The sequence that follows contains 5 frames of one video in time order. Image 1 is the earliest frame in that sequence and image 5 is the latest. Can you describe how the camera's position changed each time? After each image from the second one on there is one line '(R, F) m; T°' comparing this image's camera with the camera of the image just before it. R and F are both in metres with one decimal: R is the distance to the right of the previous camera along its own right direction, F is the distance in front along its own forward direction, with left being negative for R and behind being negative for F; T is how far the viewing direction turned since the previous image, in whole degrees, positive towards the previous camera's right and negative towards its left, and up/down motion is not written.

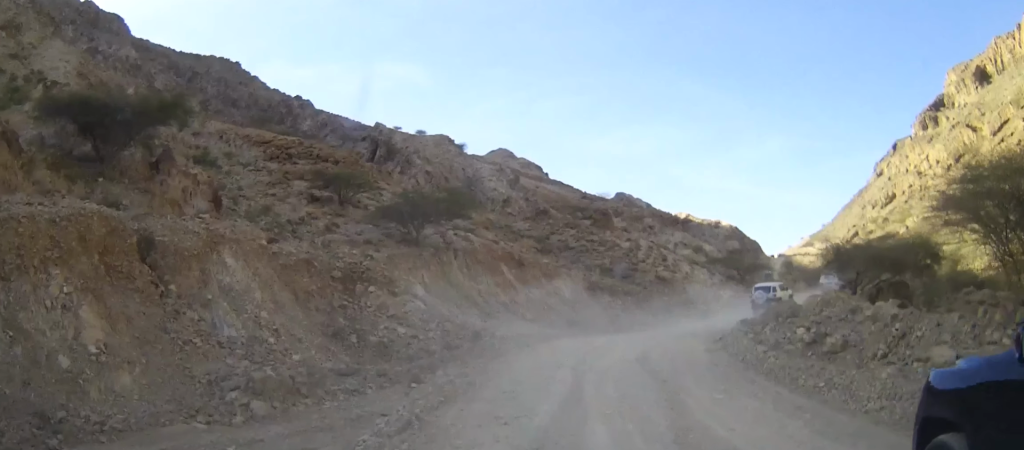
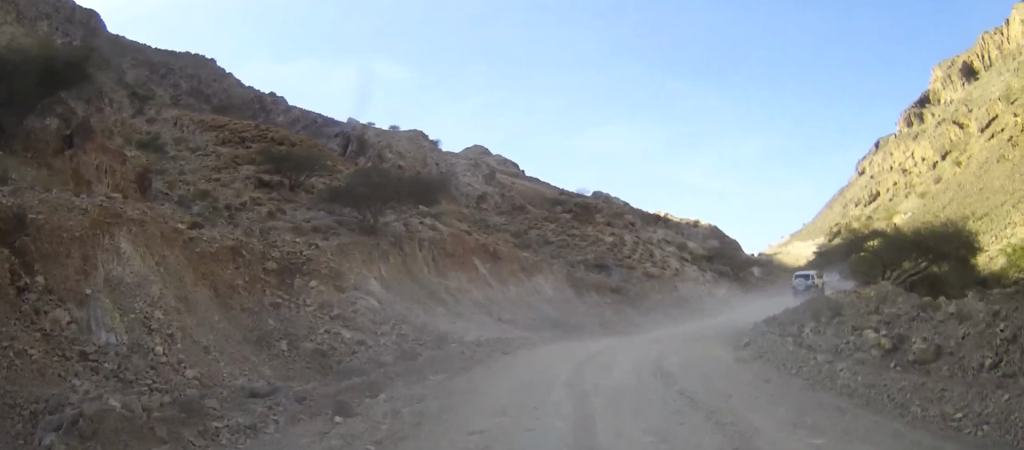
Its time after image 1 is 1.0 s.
(+0.1, +4.6) m; +2°
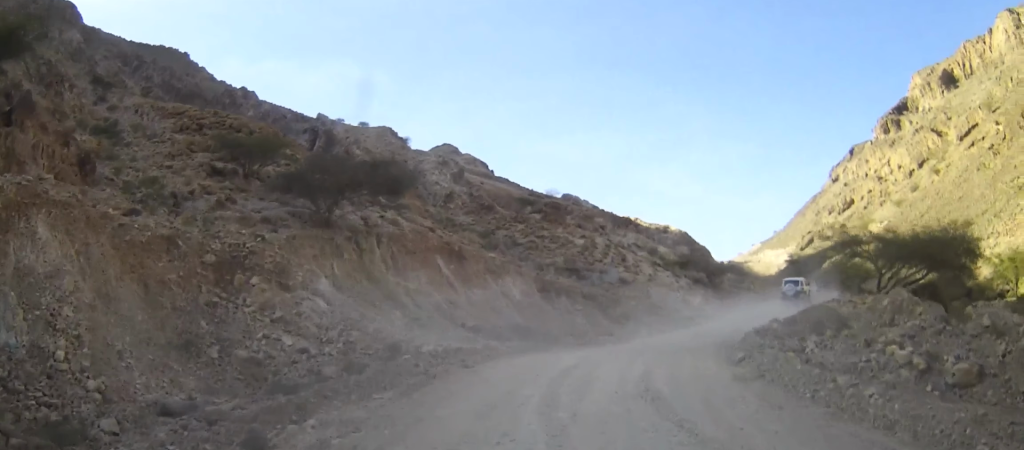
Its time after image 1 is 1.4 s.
(0.0, +2.2) m; +2°
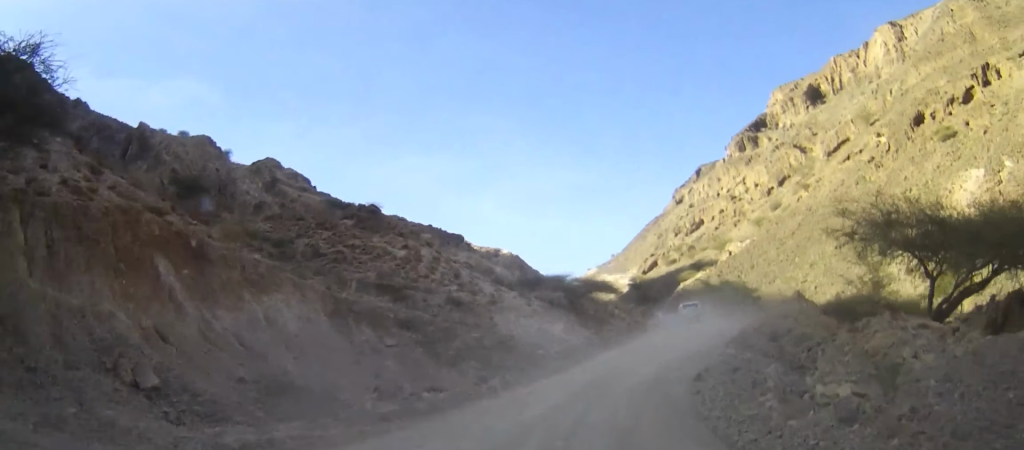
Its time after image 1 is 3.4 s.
(+1.4, +11.7) m; +14°
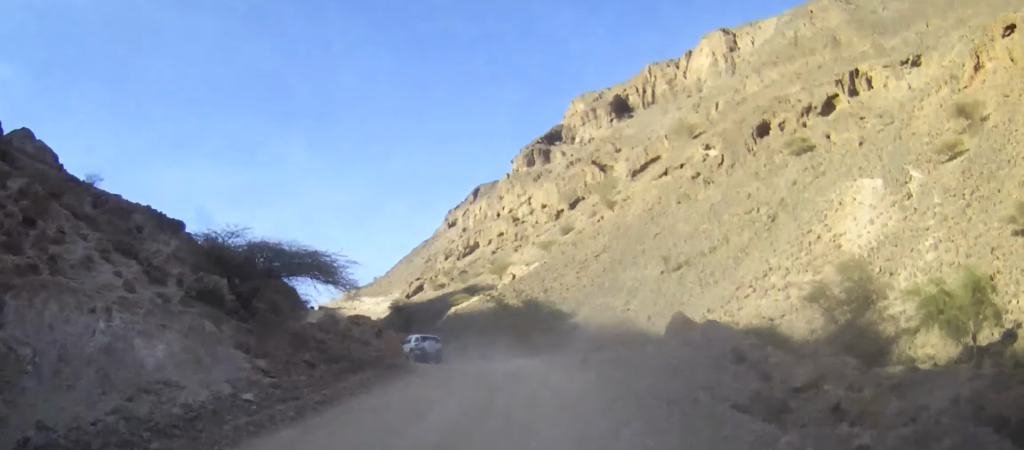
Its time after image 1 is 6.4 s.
(+3.3, +20.4) m; +16°
